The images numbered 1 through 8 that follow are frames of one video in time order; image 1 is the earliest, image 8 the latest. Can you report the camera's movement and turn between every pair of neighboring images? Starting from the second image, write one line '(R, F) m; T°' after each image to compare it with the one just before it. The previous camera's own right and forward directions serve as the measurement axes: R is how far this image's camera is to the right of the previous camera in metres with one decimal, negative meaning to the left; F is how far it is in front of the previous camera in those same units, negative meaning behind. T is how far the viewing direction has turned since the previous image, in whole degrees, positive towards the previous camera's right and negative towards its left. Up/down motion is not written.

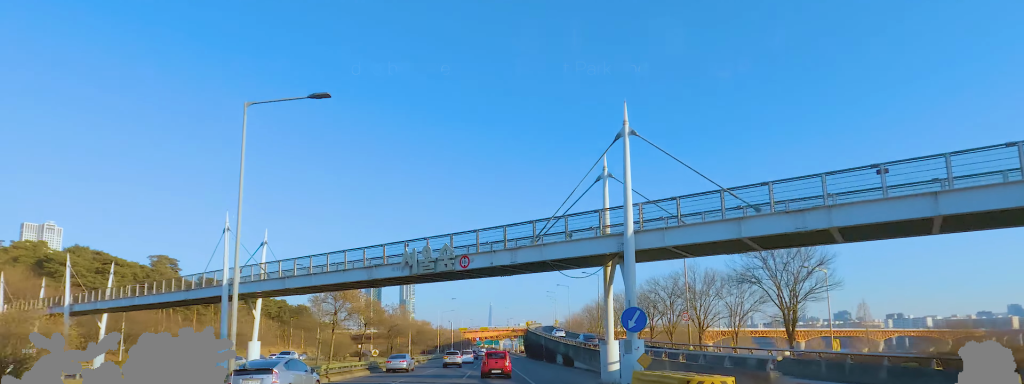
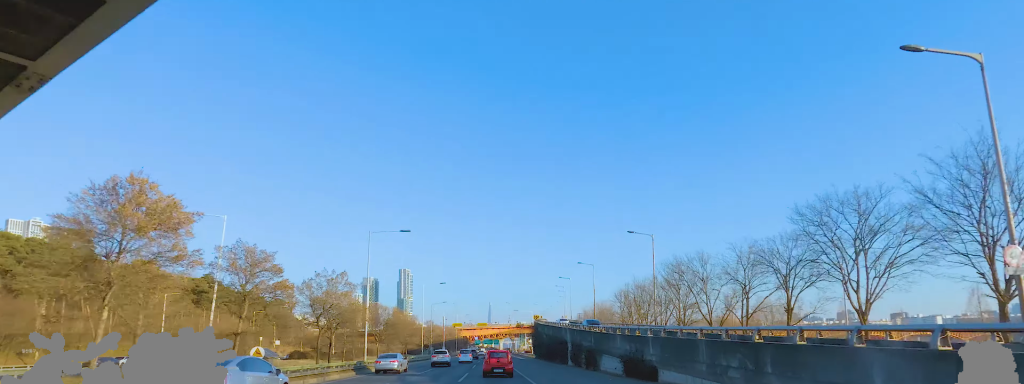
(-0.1, +27.8) m; +1°
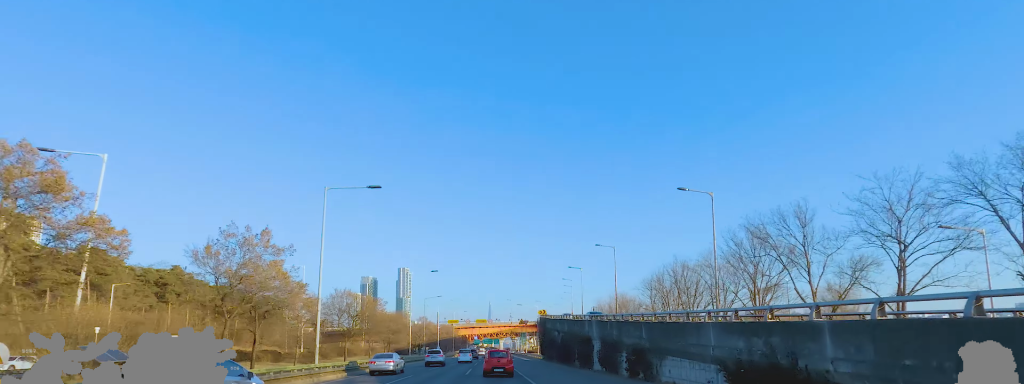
(+0.3, +15.1) m; +1°
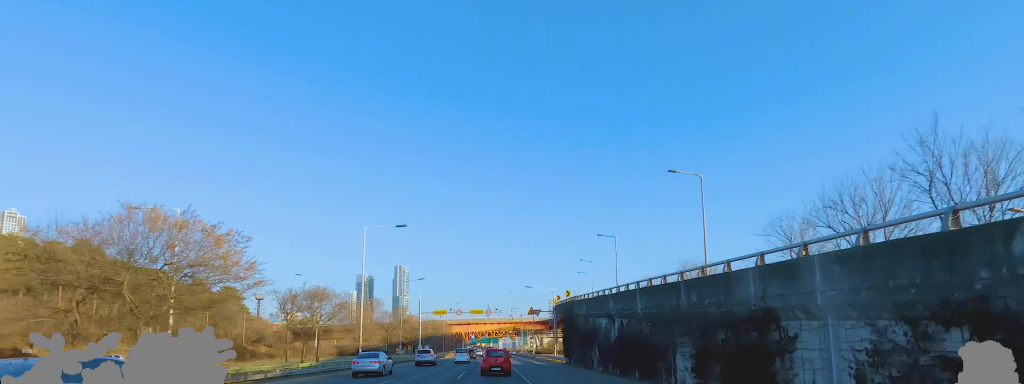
(-0.2, +30.4) m; 0°
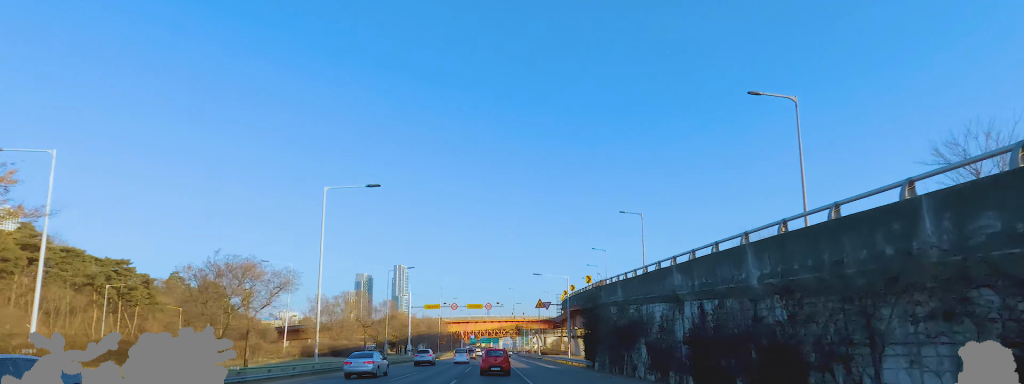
(0.0, +12.2) m; 0°
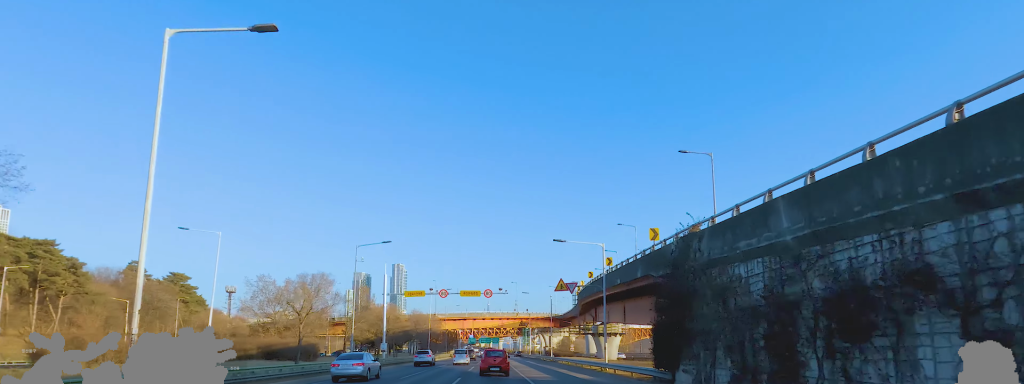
(0.0, +17.5) m; -1°
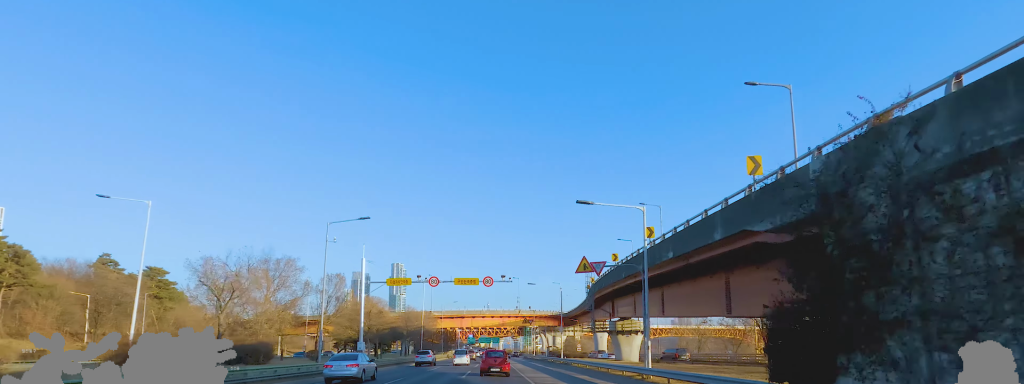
(+0.1, +9.5) m; -1°
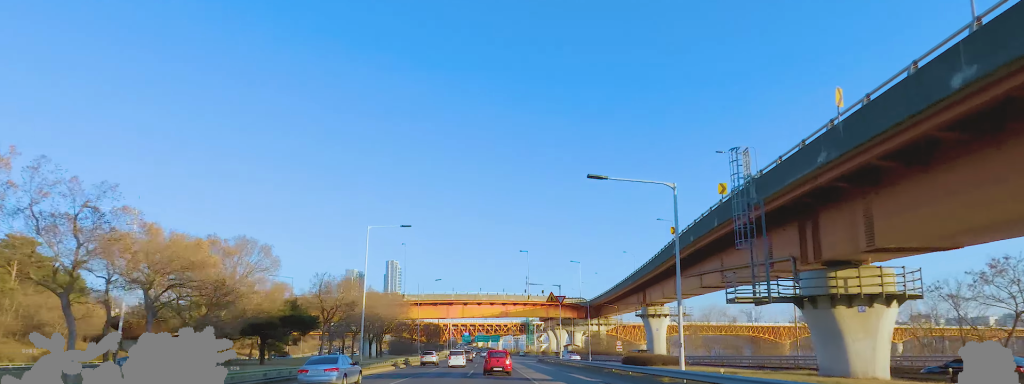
(+0.5, +31.1) m; +3°
